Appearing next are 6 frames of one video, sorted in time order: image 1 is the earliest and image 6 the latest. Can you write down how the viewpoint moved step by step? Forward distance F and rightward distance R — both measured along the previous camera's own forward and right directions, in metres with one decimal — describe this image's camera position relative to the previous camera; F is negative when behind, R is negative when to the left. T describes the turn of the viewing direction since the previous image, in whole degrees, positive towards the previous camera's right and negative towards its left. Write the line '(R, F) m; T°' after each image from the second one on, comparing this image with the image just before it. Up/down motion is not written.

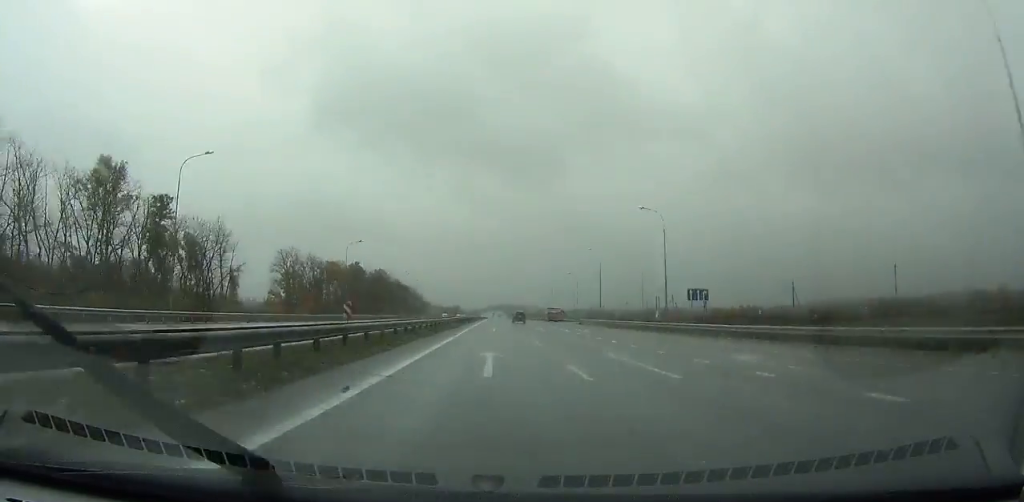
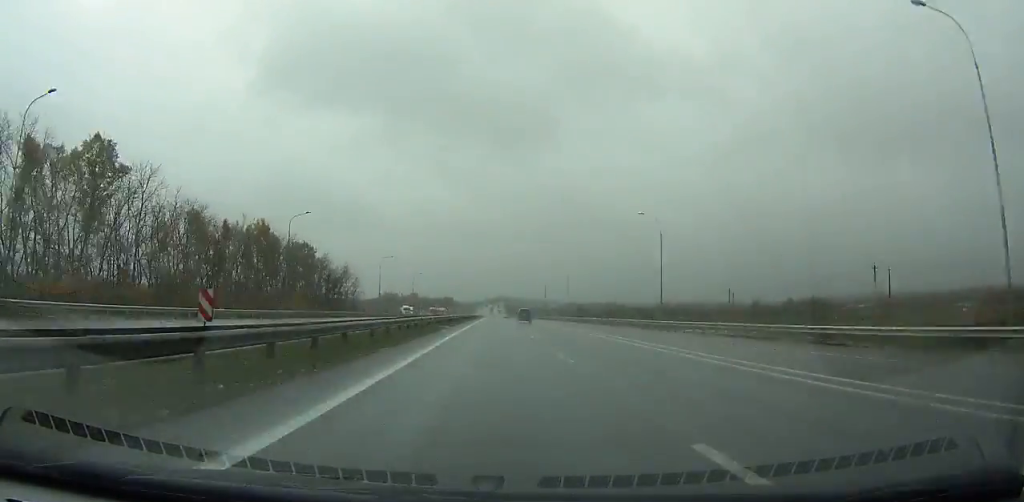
(-0.6, +161.7) m; 0°
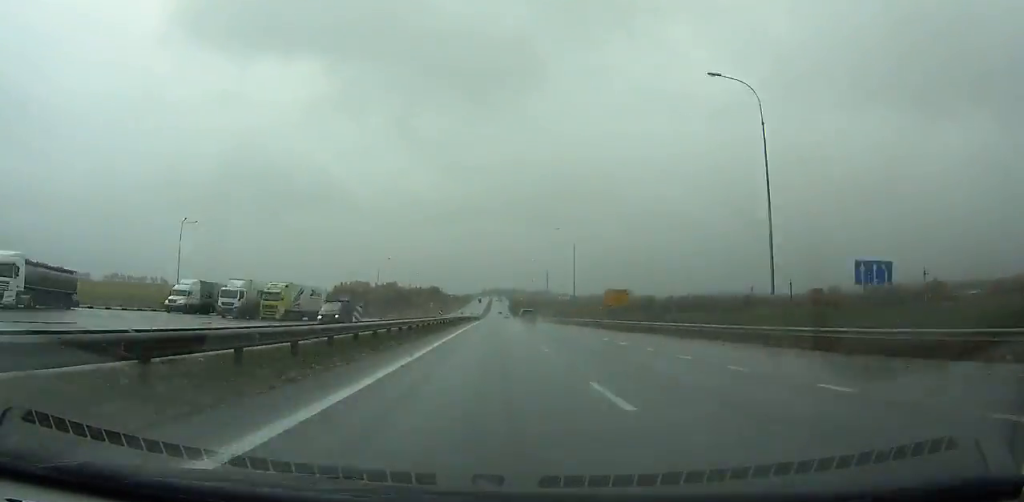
(+0.8, +188.3) m; 0°
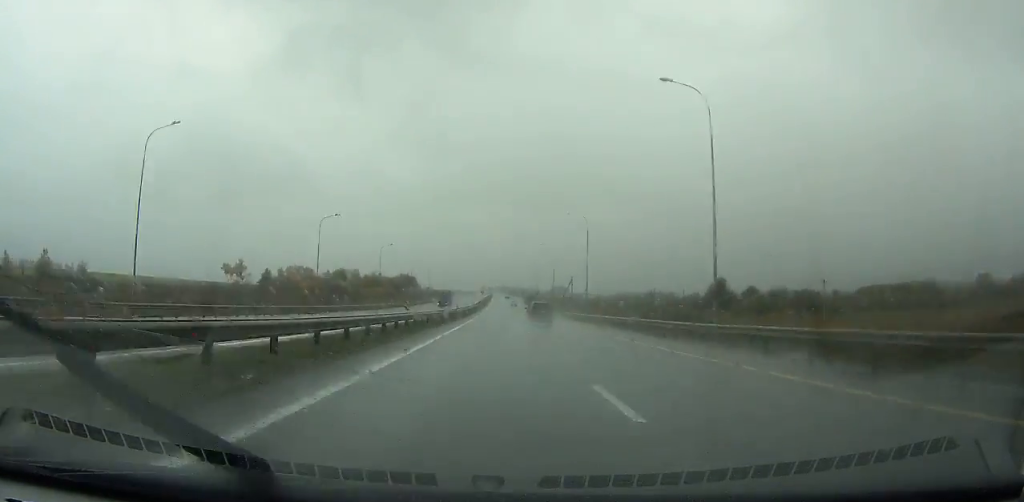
(-0.1, +203.1) m; 0°
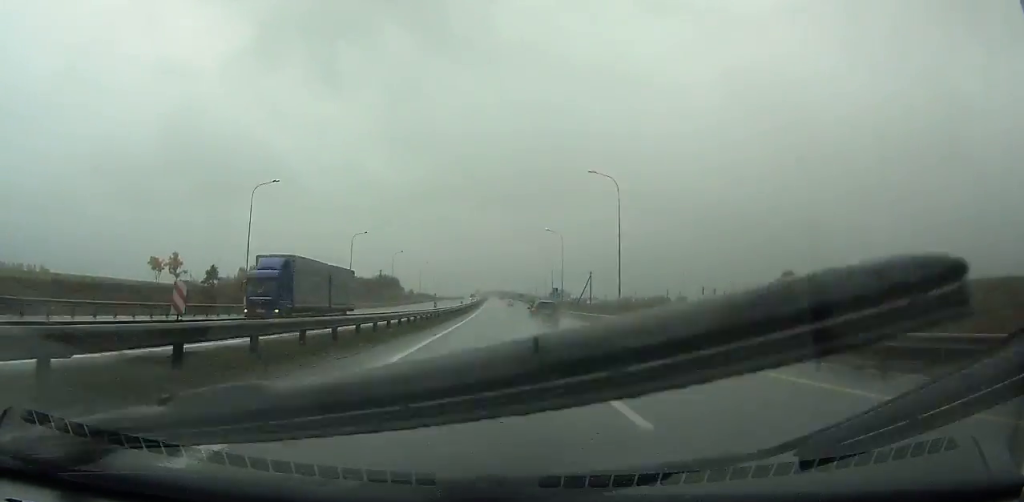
(-0.1, +62.5) m; 0°
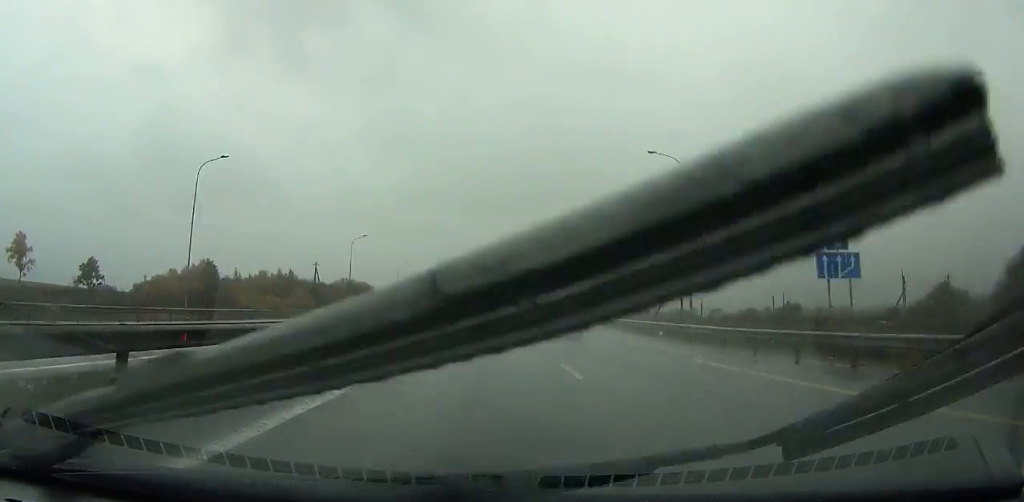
(+0.4, +90.9) m; 0°
